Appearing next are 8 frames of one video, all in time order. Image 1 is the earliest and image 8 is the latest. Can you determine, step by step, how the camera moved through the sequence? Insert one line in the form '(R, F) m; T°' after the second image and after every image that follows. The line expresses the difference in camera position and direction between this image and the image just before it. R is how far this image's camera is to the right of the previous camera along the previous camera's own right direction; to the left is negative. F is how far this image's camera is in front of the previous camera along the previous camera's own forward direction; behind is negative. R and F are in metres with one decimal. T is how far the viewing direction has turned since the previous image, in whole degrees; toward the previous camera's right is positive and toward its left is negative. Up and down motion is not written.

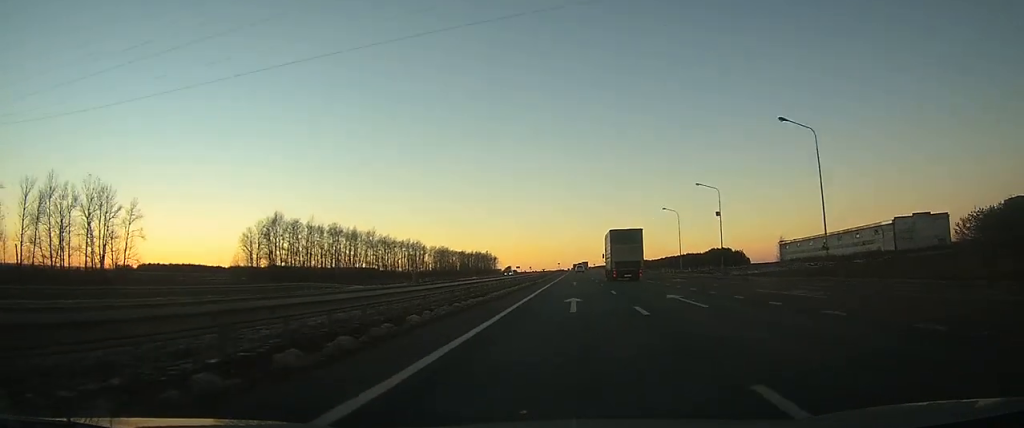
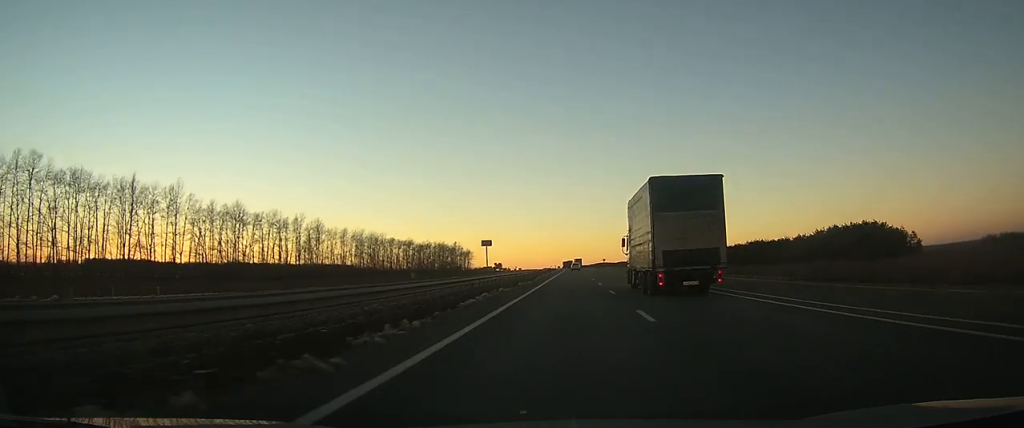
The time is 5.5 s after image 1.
(+0.8, +147.4) m; 0°
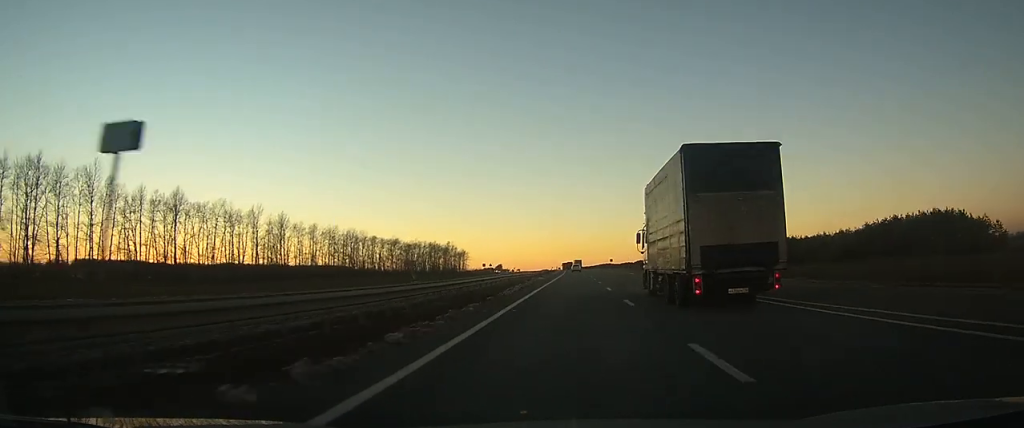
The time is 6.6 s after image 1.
(0.0, +30.0) m; 0°
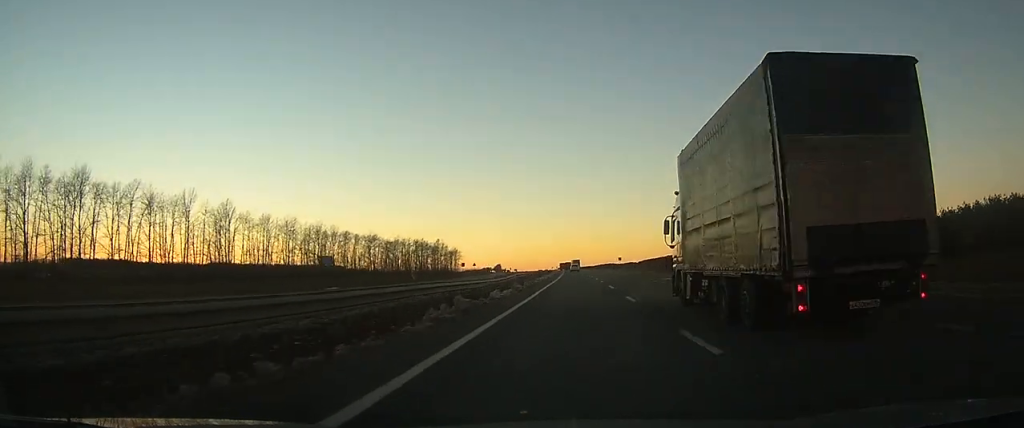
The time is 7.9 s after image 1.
(0.0, +32.6) m; 0°
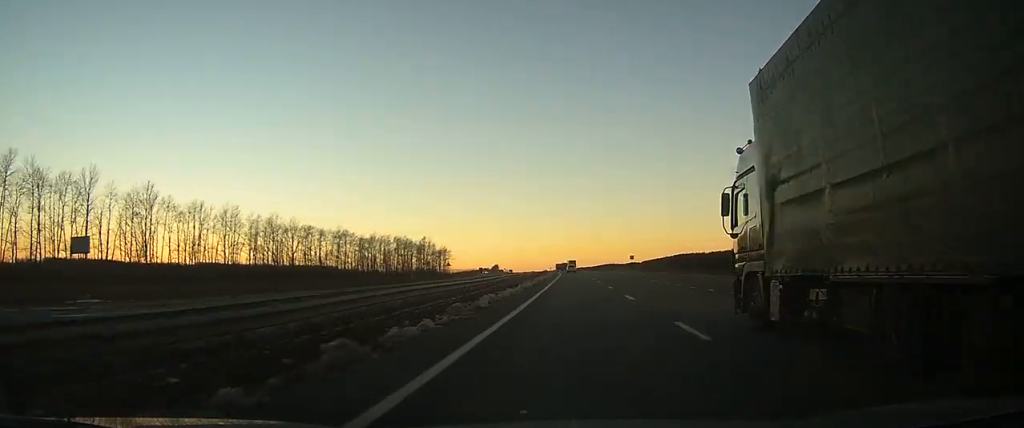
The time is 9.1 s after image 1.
(0.0, +32.6) m; 0°
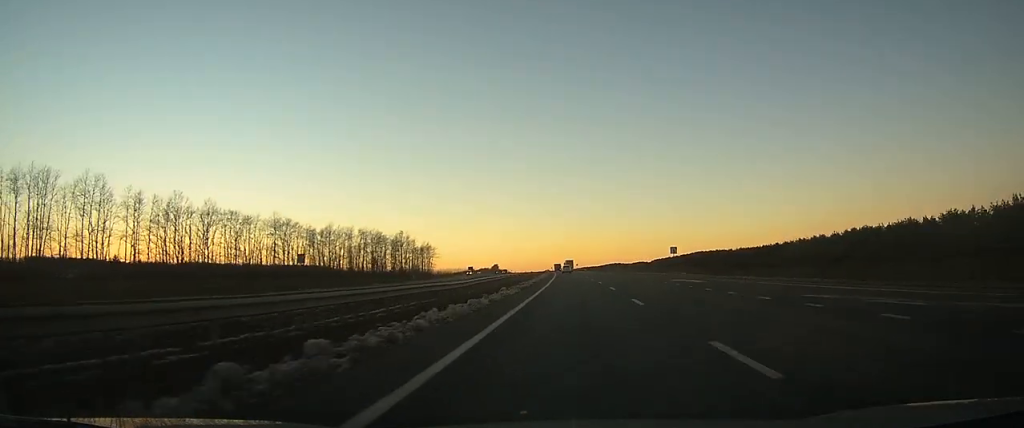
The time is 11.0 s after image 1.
(0.0, +49.0) m; 0°
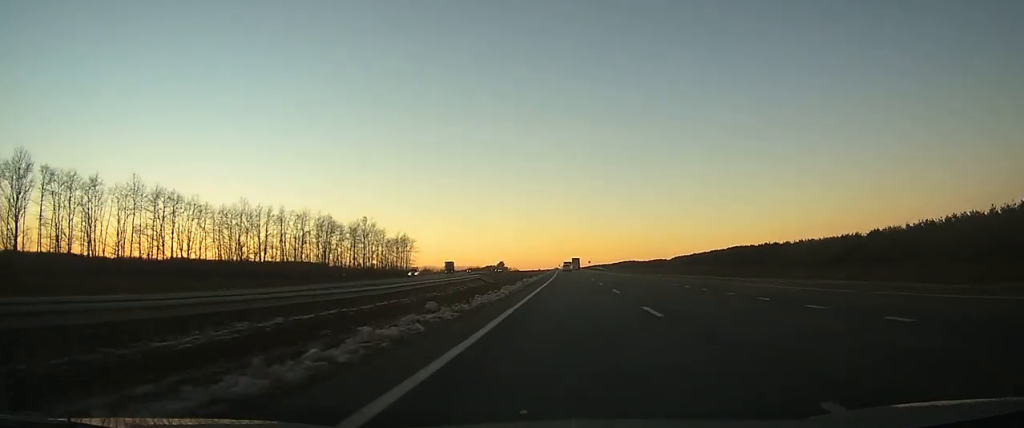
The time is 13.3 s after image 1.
(-0.4, +65.8) m; -1°
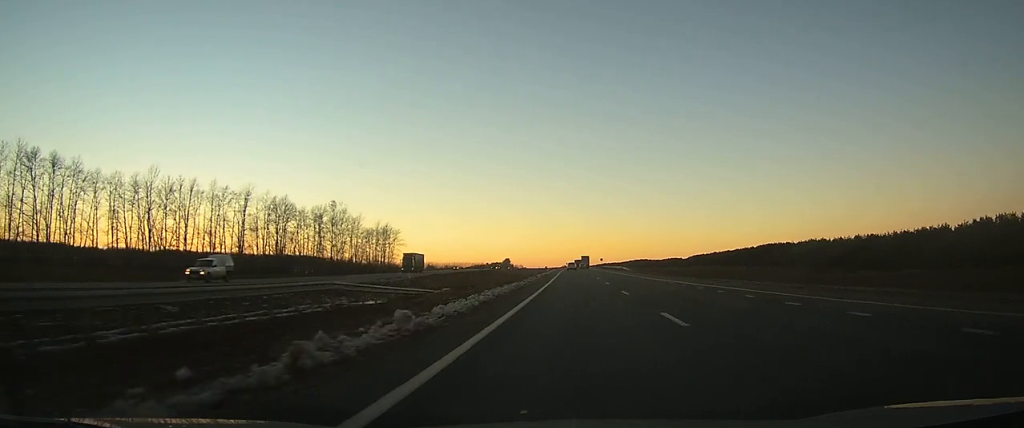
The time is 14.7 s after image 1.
(-0.2, +39.3) m; -1°
